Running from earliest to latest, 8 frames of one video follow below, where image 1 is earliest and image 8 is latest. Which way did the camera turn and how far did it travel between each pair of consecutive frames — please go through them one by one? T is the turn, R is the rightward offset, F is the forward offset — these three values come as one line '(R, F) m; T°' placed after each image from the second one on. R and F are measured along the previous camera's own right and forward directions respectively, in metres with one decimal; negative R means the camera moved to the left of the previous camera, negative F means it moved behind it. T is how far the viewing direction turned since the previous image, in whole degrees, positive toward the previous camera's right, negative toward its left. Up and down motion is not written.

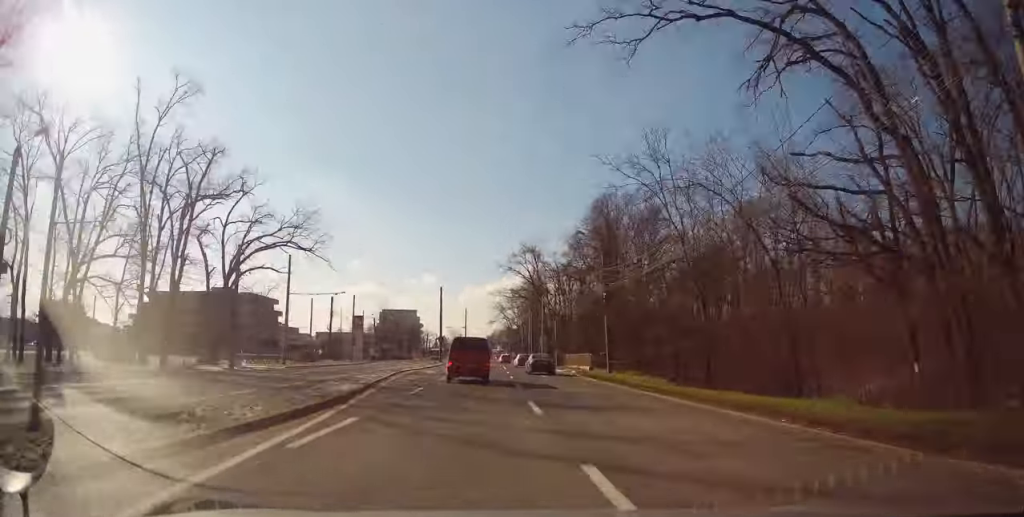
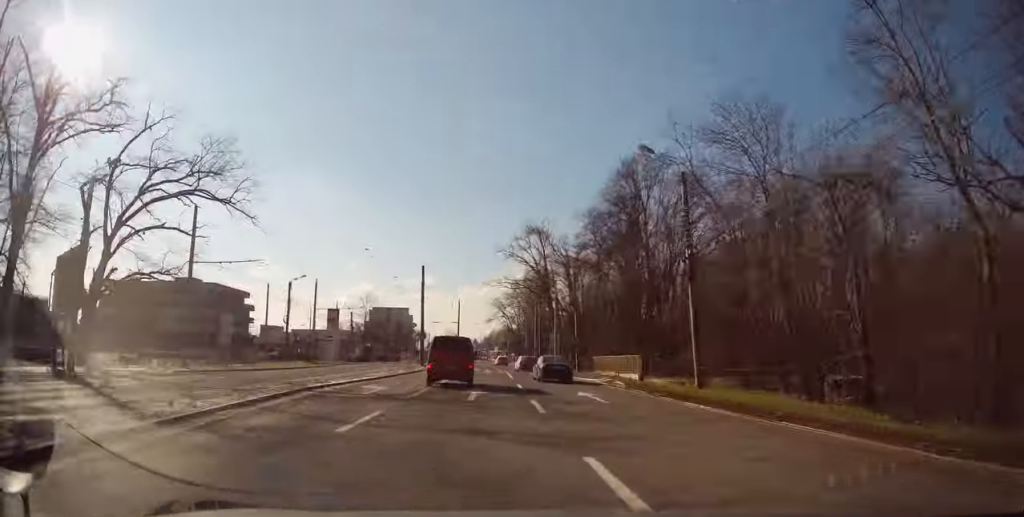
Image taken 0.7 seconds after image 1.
(+0.1, +17.0) m; +1°
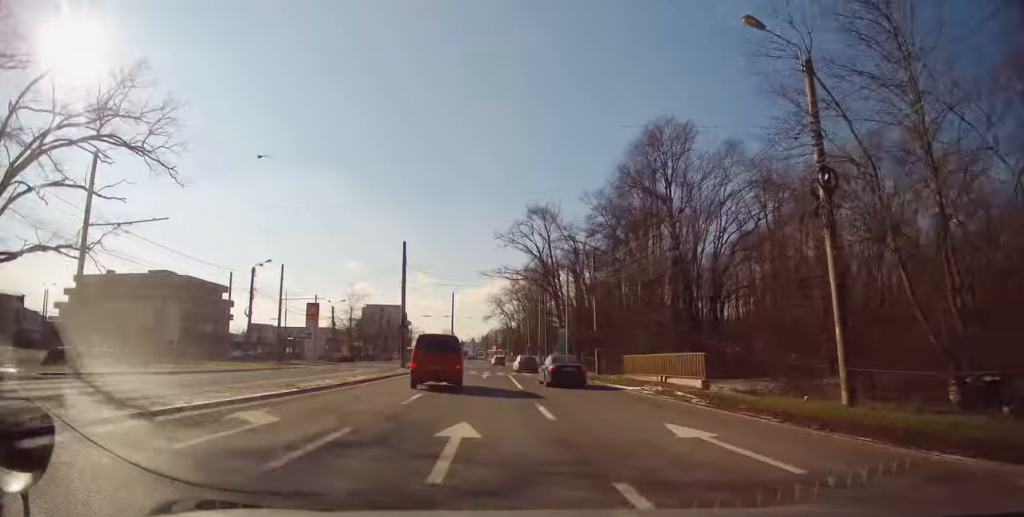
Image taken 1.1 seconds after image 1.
(+0.1, +10.0) m; 0°
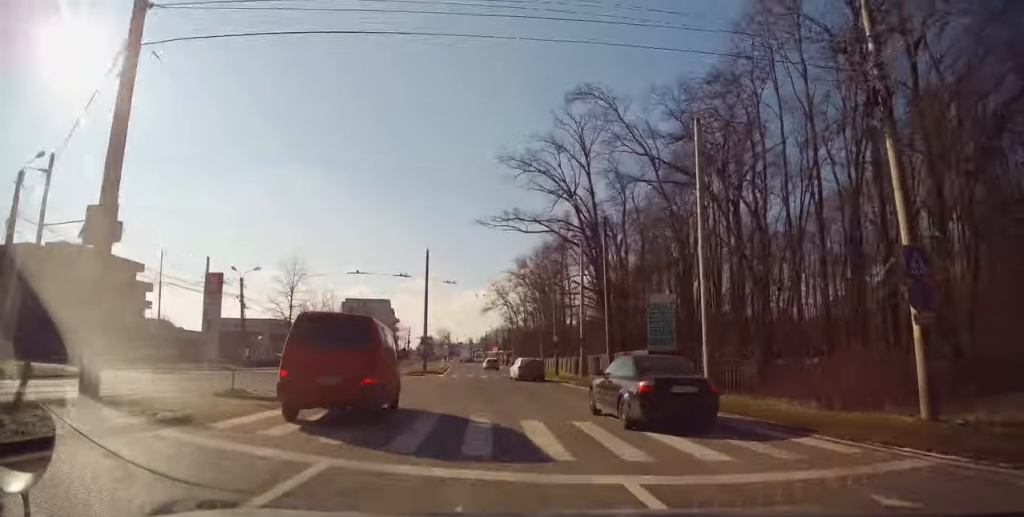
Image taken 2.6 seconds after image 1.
(+0.1, +32.5) m; -1°
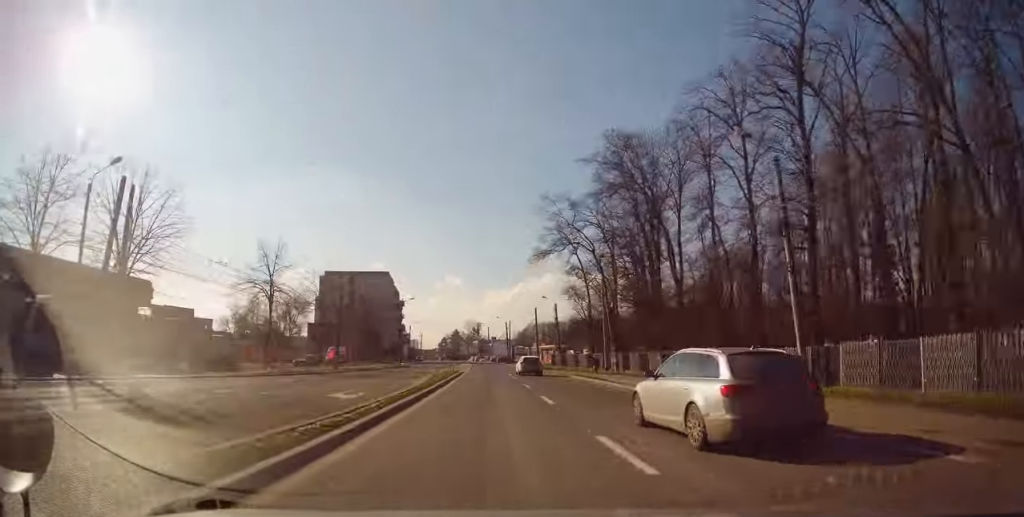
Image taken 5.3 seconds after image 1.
(-1.9, +61.6) m; -2°
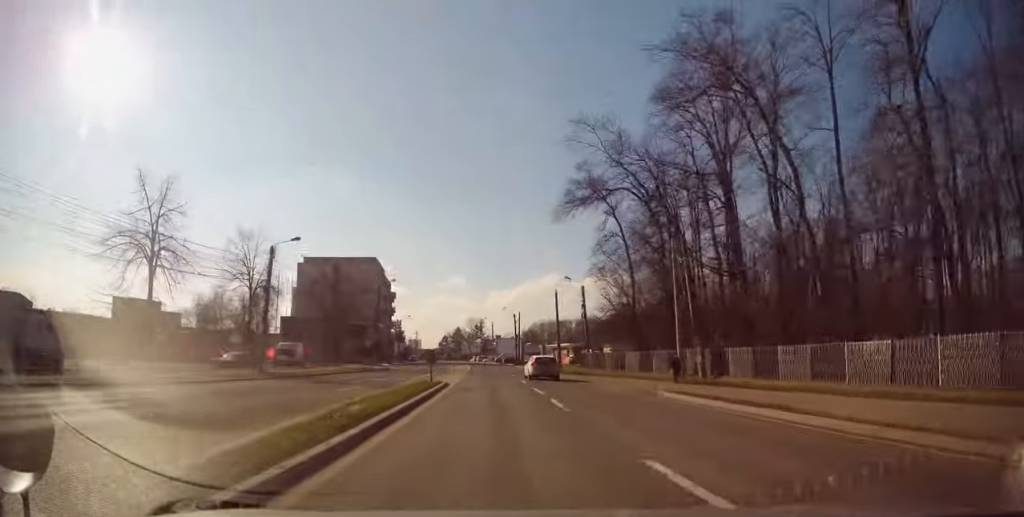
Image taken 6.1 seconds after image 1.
(+0.2, +19.0) m; 0°
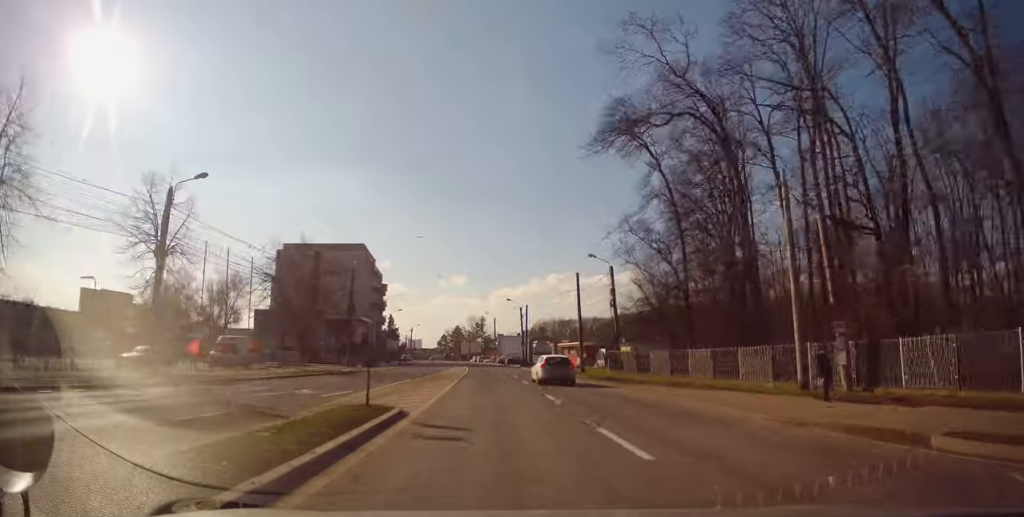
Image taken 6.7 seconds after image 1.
(+0.1, +13.0) m; 0°
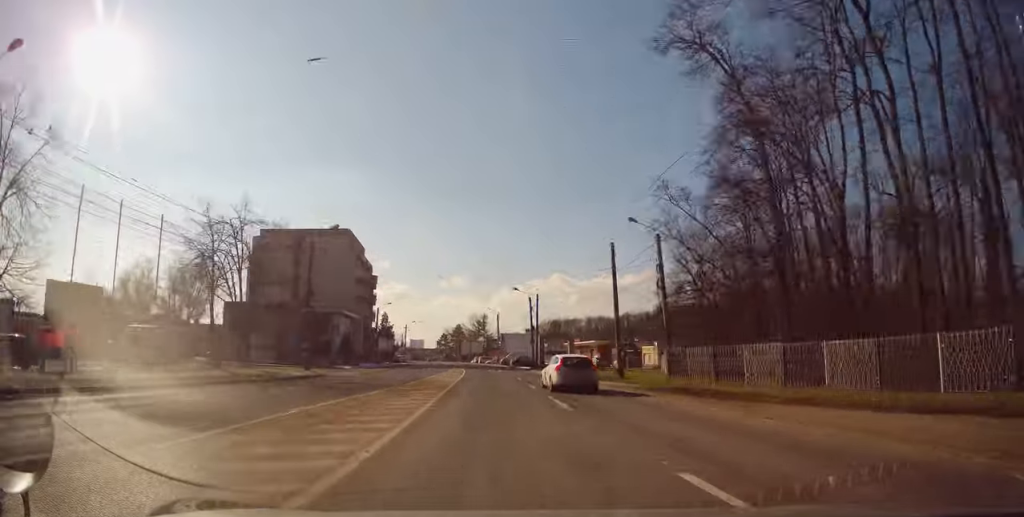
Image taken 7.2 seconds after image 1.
(-0.2, +12.3) m; -1°
